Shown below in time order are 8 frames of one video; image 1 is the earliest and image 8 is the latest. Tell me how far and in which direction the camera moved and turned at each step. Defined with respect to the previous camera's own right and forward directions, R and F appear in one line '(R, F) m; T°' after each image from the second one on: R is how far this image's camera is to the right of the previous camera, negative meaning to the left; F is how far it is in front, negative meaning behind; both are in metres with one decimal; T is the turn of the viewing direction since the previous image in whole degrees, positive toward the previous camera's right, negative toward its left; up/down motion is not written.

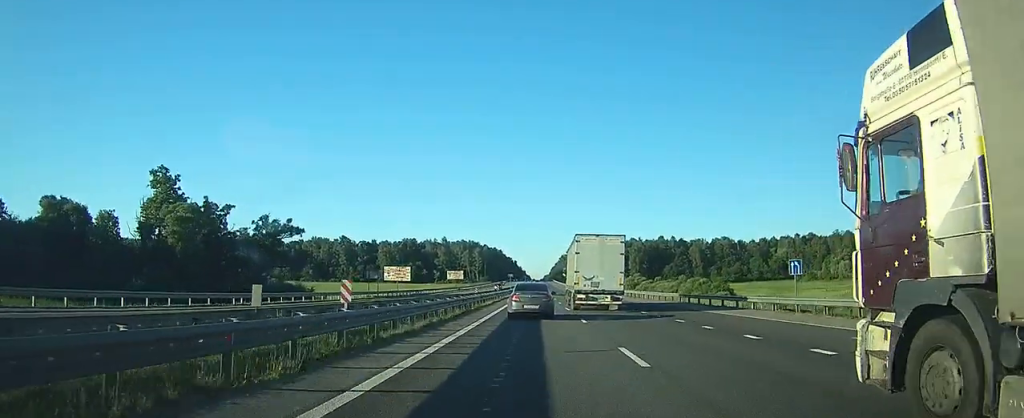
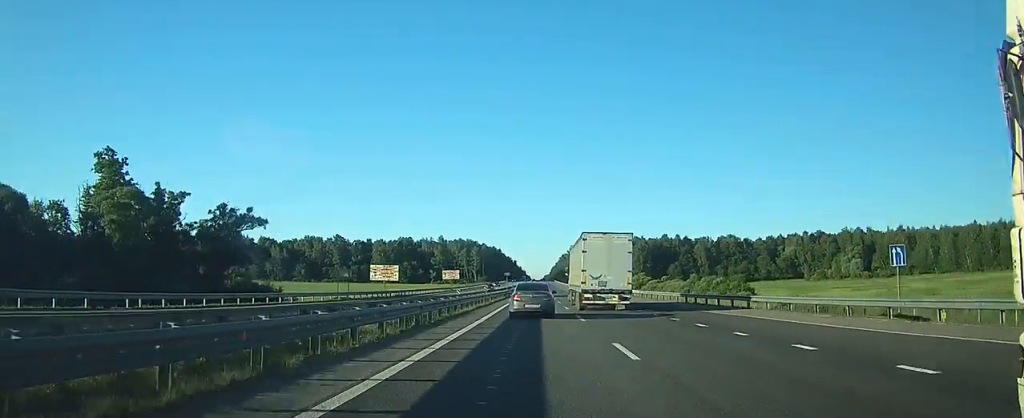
(0.0, +10.9) m; 0°
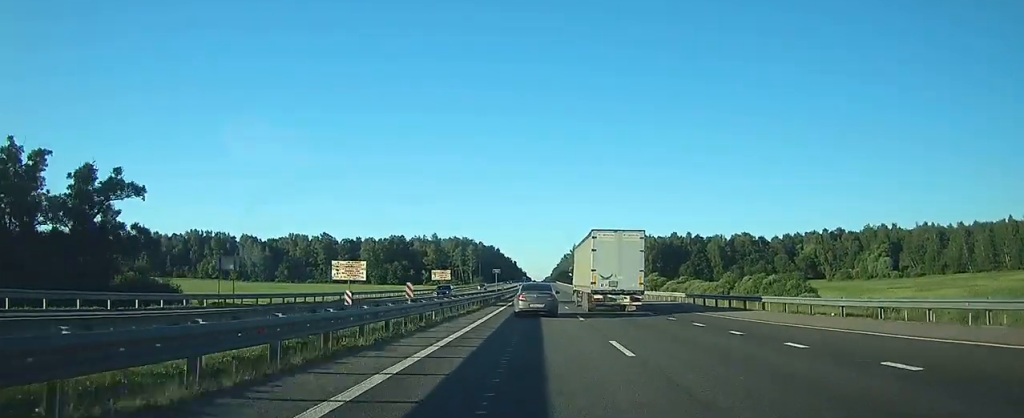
(+0.1, +22.9) m; 0°
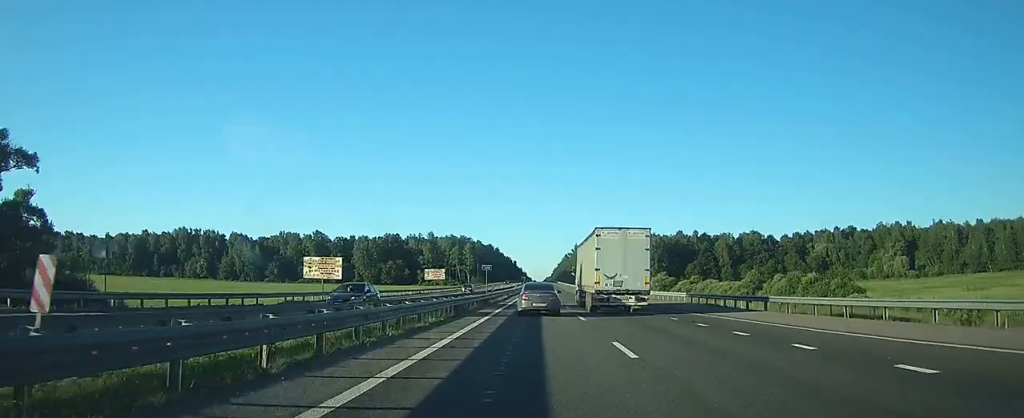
(0.0, +12.0) m; 0°
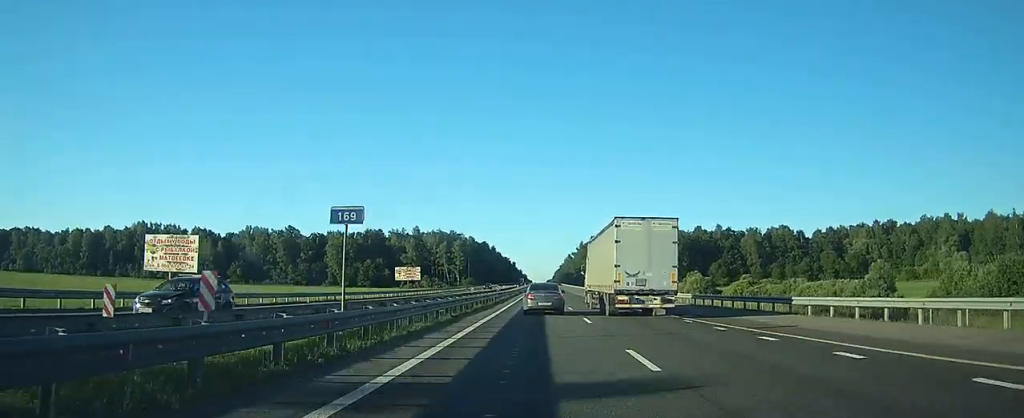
(-0.2, +36.8) m; -1°
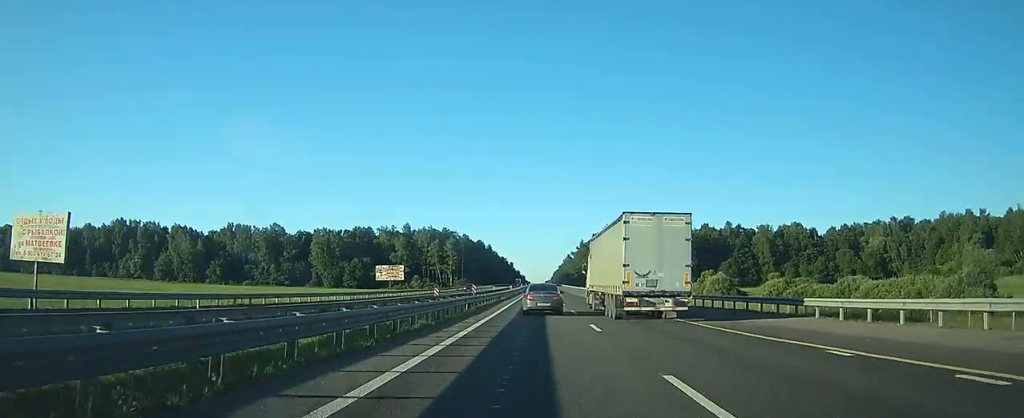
(0.0, +15.3) m; 0°
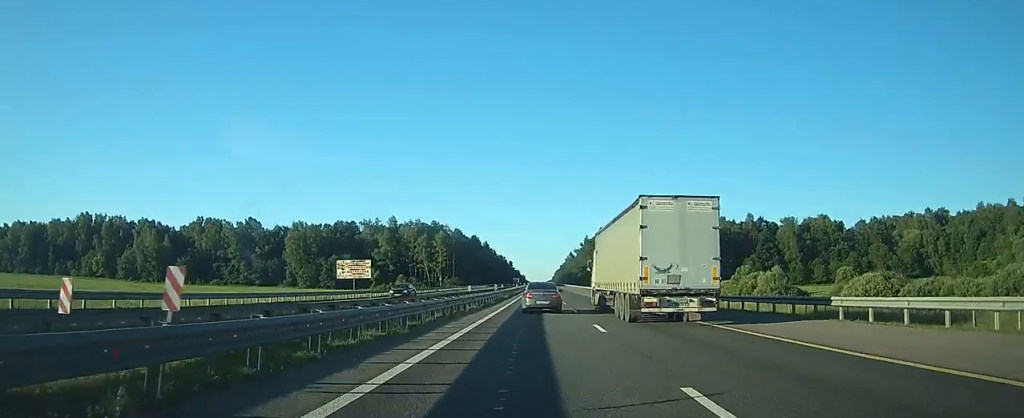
(0.0, +24.6) m; 0°
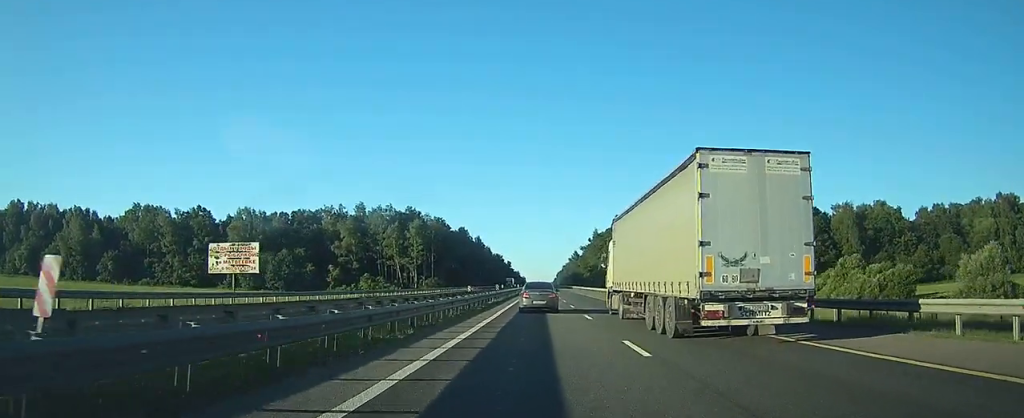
(+0.2, +41.1) m; 0°
